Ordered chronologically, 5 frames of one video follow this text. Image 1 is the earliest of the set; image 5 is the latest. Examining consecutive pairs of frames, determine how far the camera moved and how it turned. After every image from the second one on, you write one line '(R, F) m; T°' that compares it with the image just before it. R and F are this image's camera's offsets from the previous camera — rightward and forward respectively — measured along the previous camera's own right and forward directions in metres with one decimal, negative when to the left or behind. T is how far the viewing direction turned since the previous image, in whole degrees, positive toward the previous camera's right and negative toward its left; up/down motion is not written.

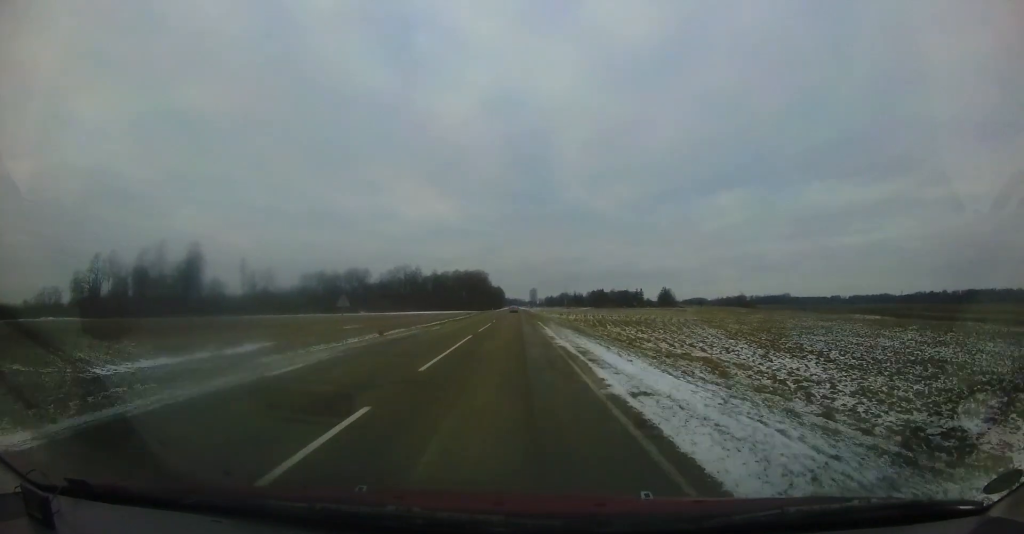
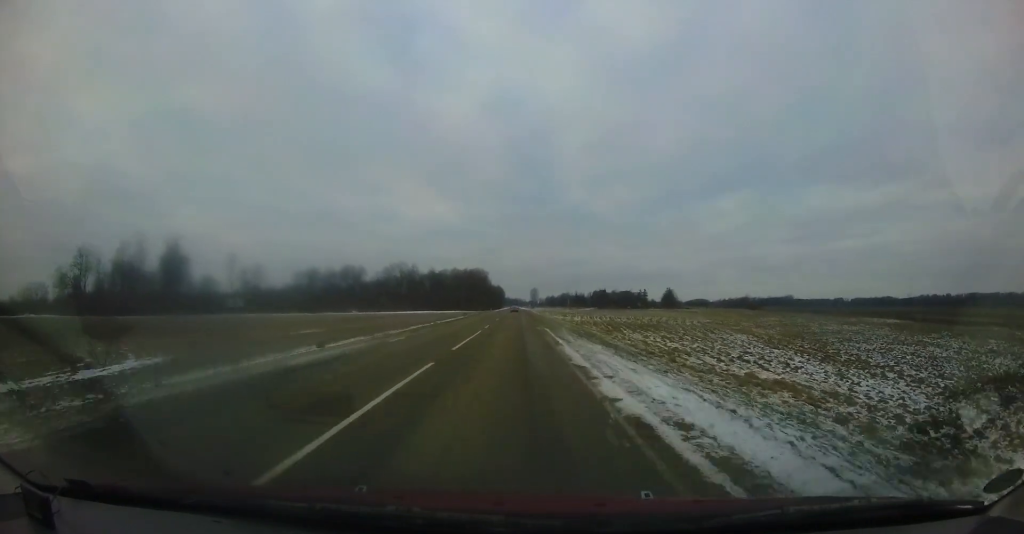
(-0.3, +8.0) m; -1°
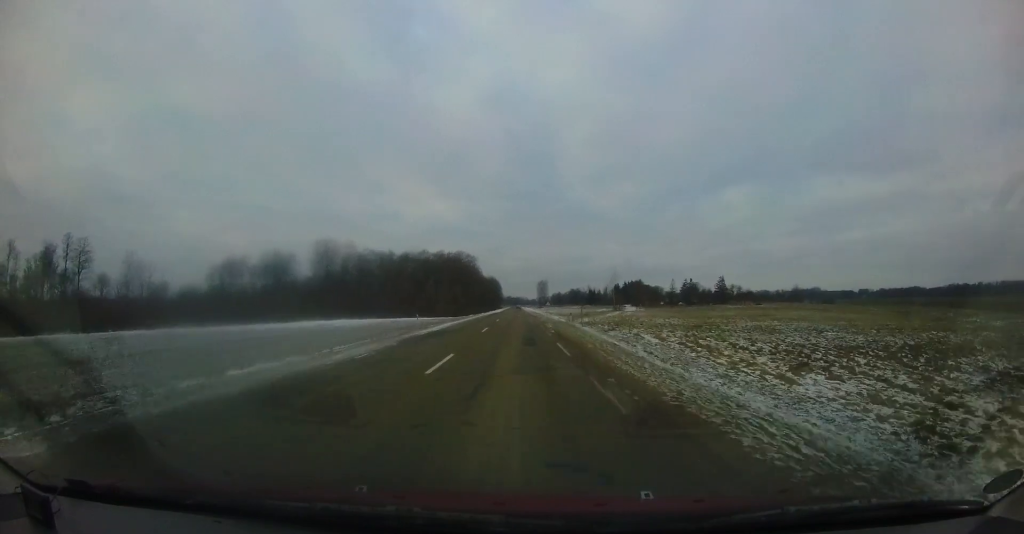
(+1.6, +76.9) m; 0°
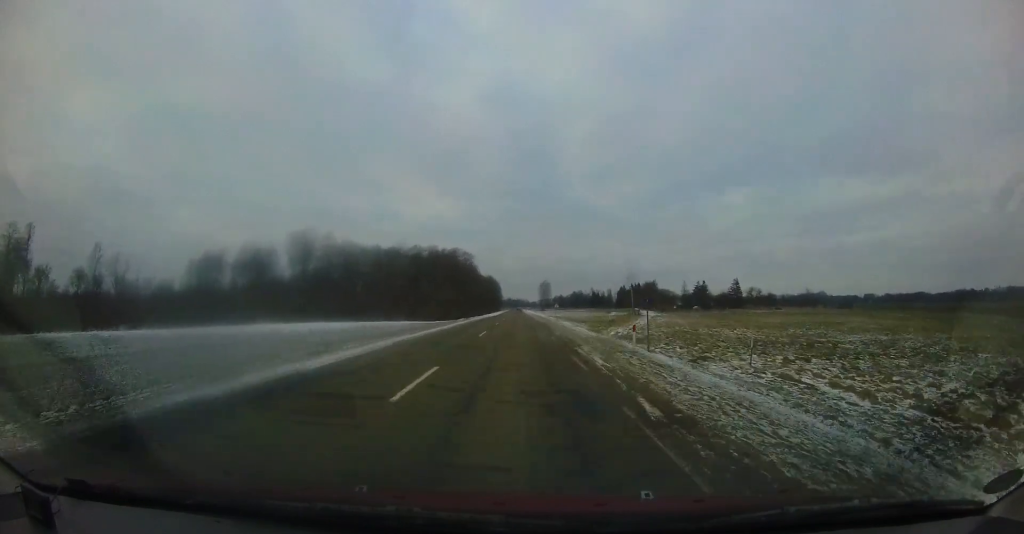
(-0.3, +14.4) m; 0°
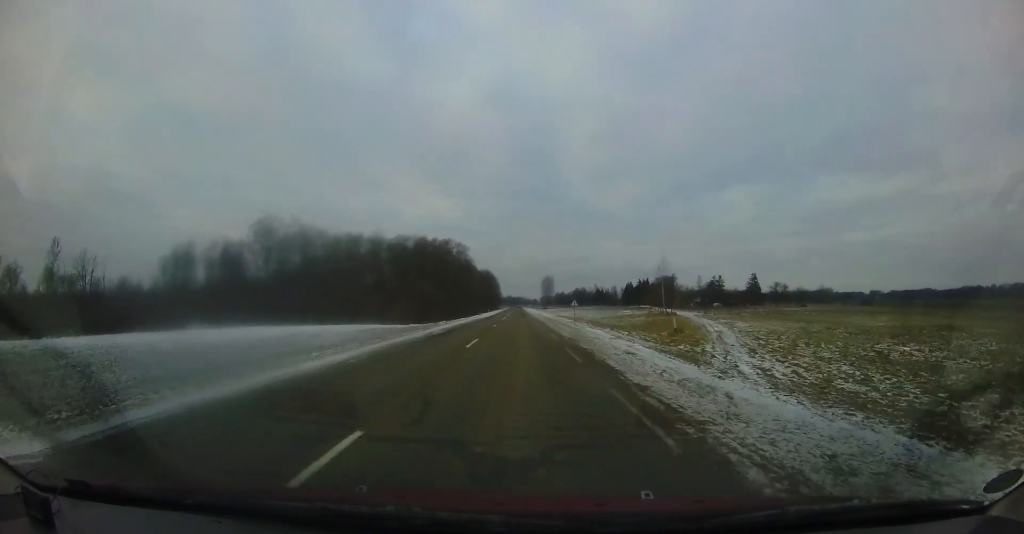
(+0.4, +16.7) m; +1°
